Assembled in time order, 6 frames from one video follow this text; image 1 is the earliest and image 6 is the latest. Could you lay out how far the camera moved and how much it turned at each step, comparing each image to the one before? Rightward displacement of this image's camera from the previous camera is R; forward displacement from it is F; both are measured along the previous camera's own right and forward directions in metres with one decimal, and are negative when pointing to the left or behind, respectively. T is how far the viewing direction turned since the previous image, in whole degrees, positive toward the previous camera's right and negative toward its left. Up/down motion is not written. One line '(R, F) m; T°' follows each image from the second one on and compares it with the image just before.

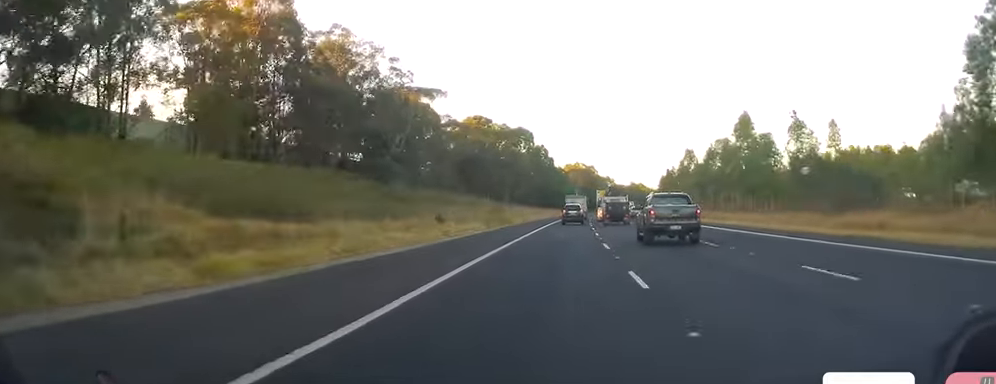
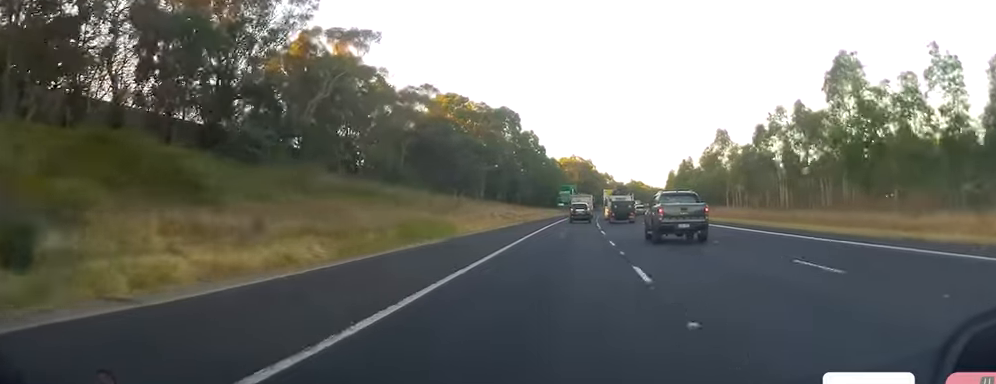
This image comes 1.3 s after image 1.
(+0.2, +35.2) m; +1°
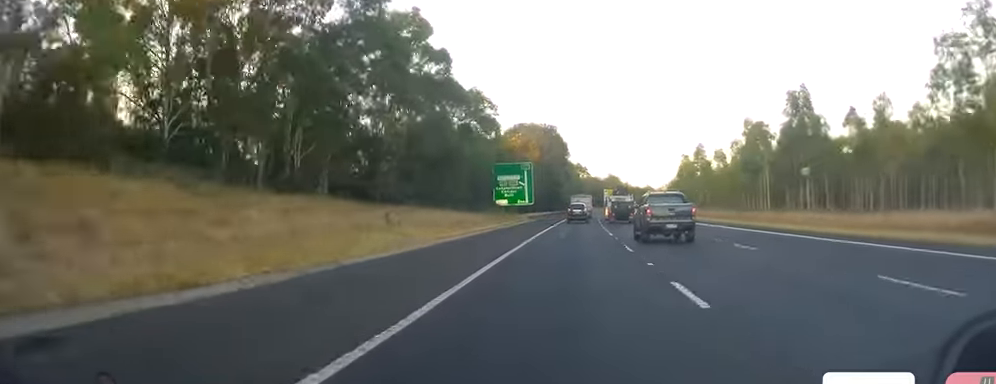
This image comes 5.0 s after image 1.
(+0.1, +98.6) m; +1°
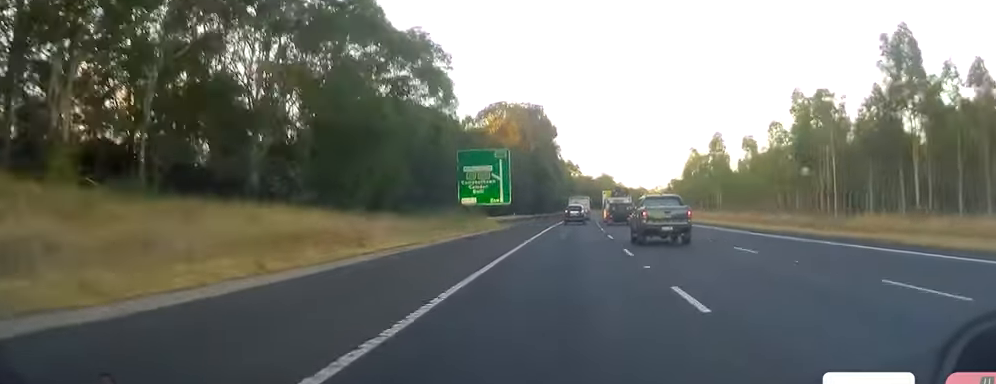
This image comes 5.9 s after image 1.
(+0.7, +24.3) m; +1°
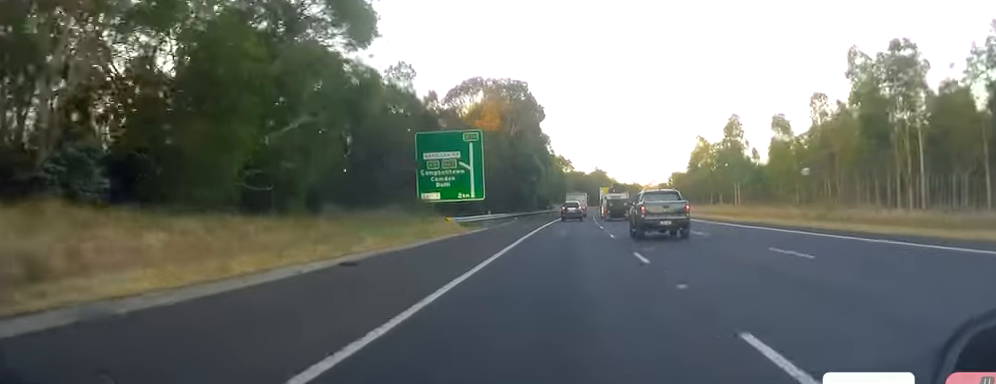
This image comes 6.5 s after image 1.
(+0.1, +17.1) m; 0°
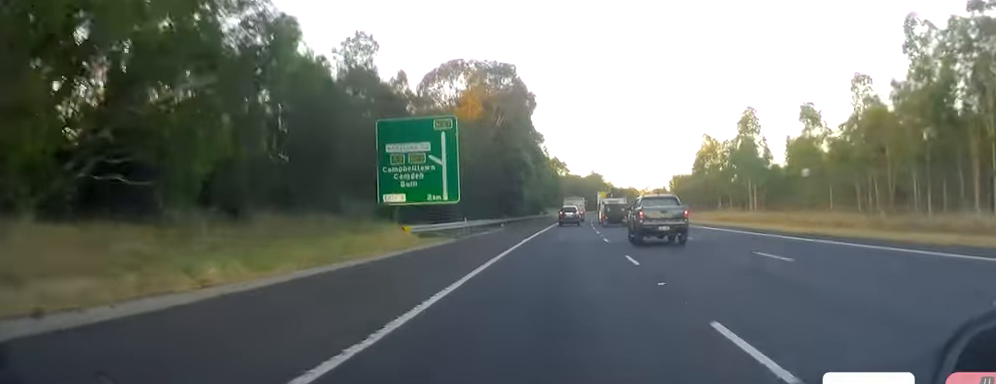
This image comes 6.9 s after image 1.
(-0.1, +10.8) m; 0°
